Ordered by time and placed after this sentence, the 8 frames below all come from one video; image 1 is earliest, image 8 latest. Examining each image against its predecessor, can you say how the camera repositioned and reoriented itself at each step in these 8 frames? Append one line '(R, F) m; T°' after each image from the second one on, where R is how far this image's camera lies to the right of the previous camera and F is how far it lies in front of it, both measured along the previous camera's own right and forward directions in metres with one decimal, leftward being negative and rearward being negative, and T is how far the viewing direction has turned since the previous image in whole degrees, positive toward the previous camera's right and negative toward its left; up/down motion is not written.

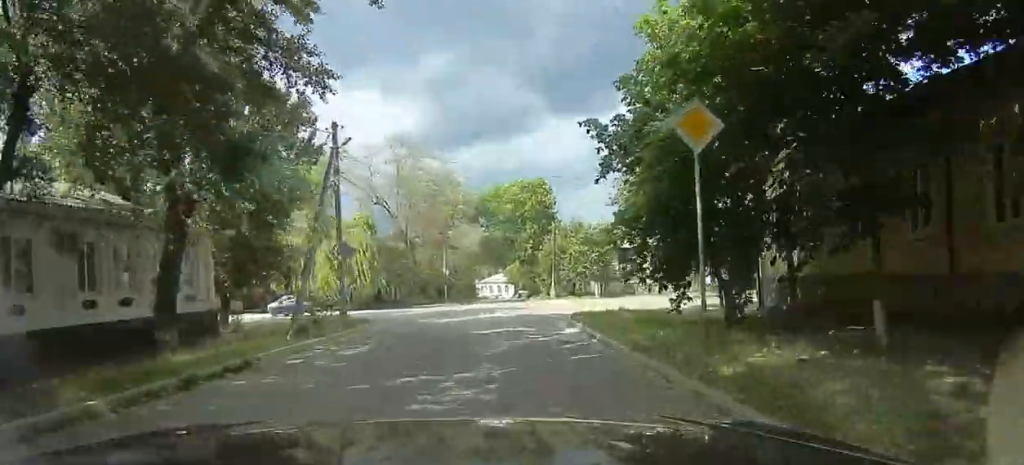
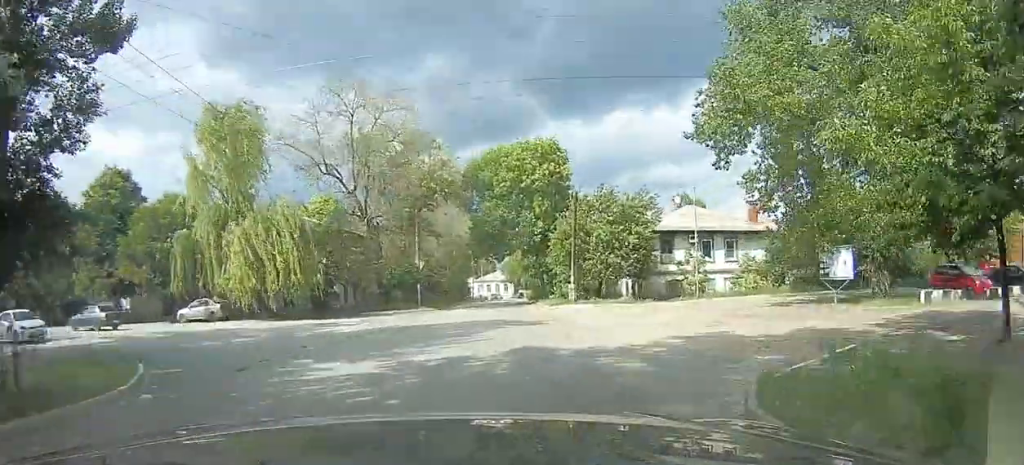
(0.0, +14.5) m; 0°
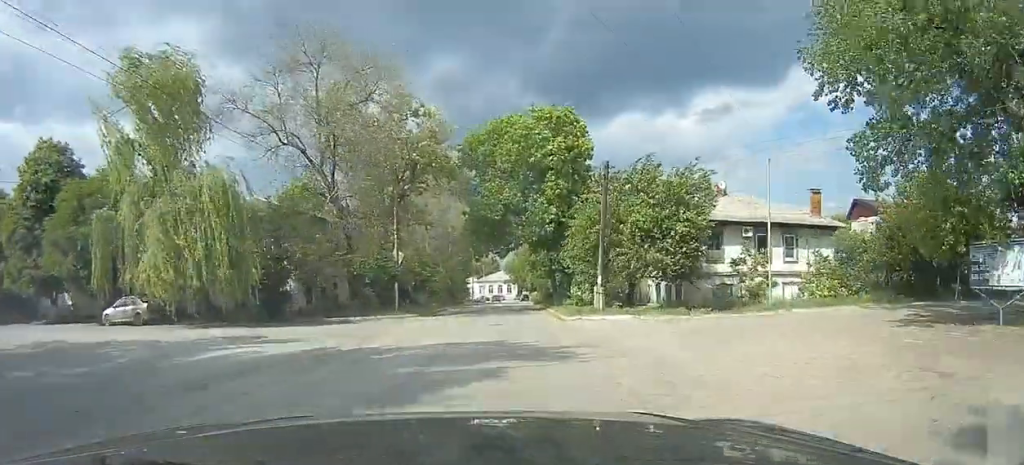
(0.0, +8.3) m; 0°
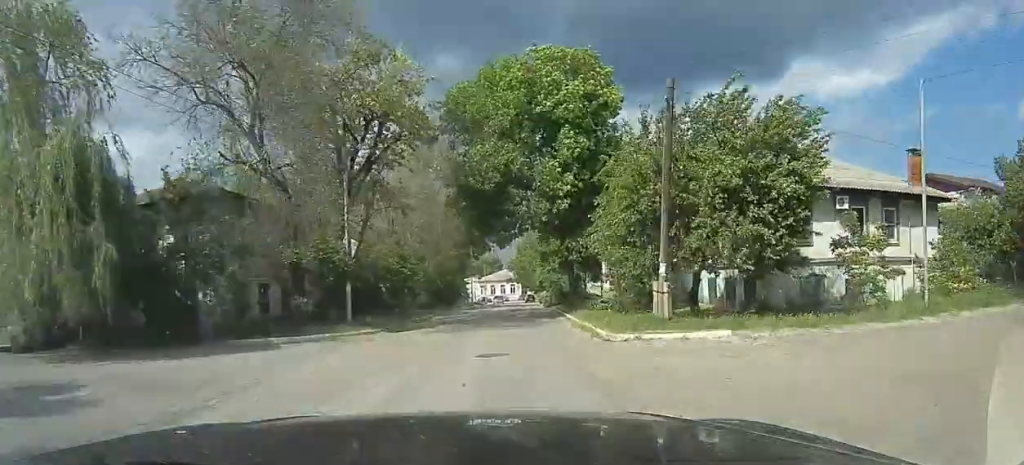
(0.0, +8.7) m; 0°
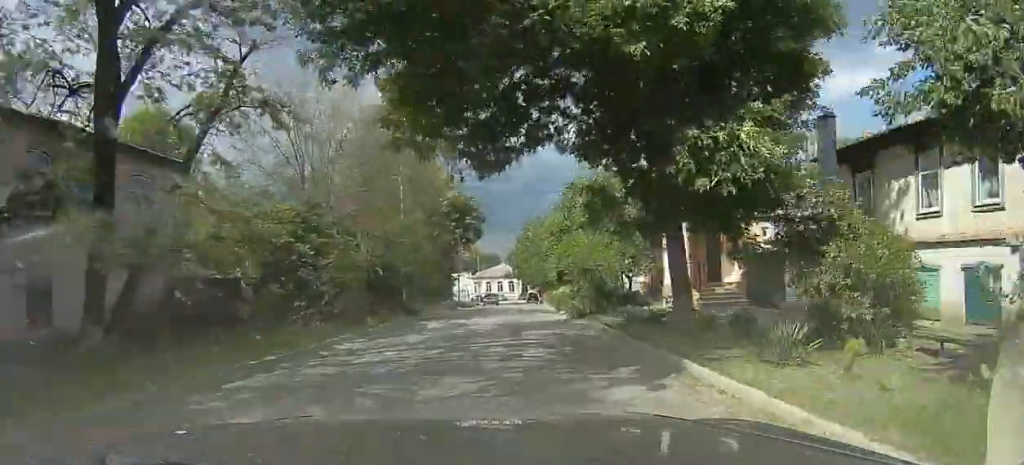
(0.0, +16.5) m; 0°
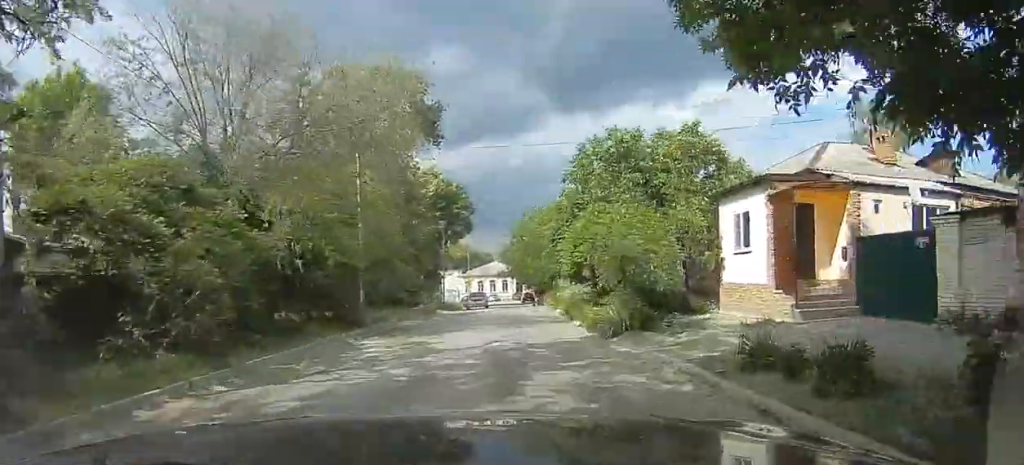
(0.0, +8.7) m; 0°
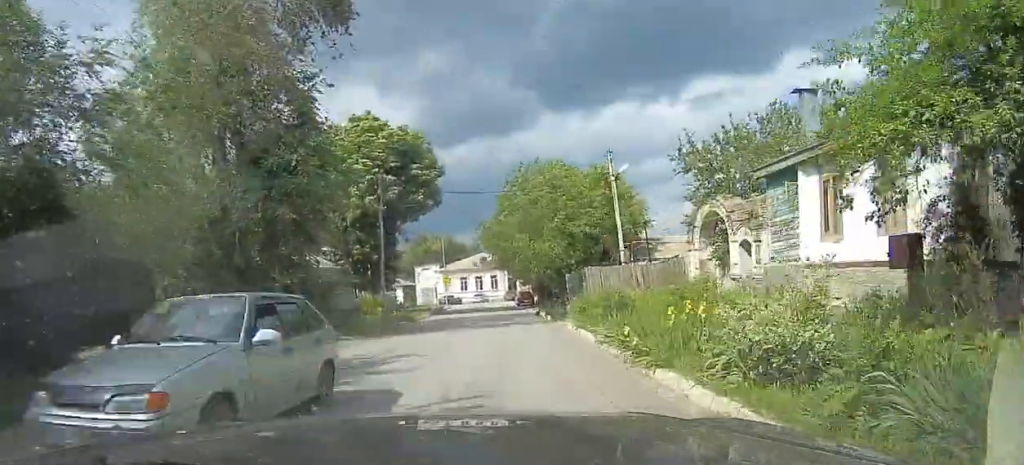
(0.0, +29.7) m; 0°
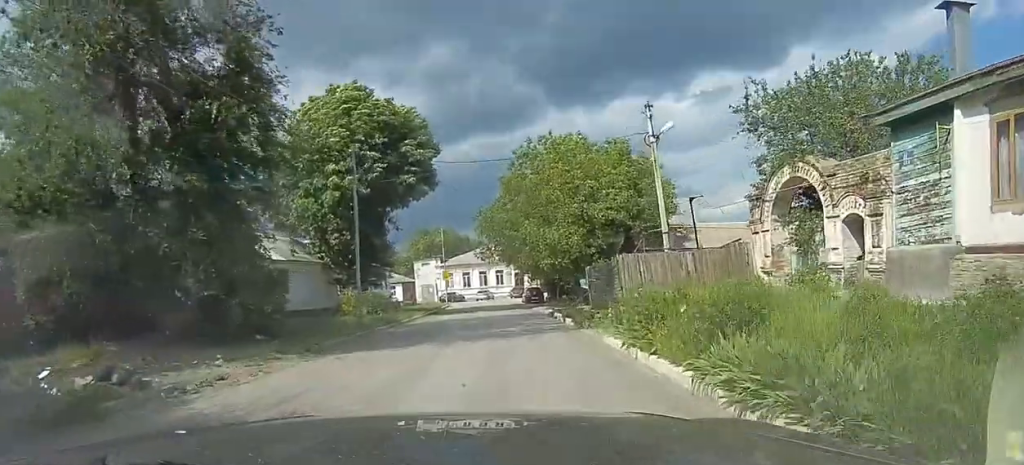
(0.0, +9.3) m; 0°
